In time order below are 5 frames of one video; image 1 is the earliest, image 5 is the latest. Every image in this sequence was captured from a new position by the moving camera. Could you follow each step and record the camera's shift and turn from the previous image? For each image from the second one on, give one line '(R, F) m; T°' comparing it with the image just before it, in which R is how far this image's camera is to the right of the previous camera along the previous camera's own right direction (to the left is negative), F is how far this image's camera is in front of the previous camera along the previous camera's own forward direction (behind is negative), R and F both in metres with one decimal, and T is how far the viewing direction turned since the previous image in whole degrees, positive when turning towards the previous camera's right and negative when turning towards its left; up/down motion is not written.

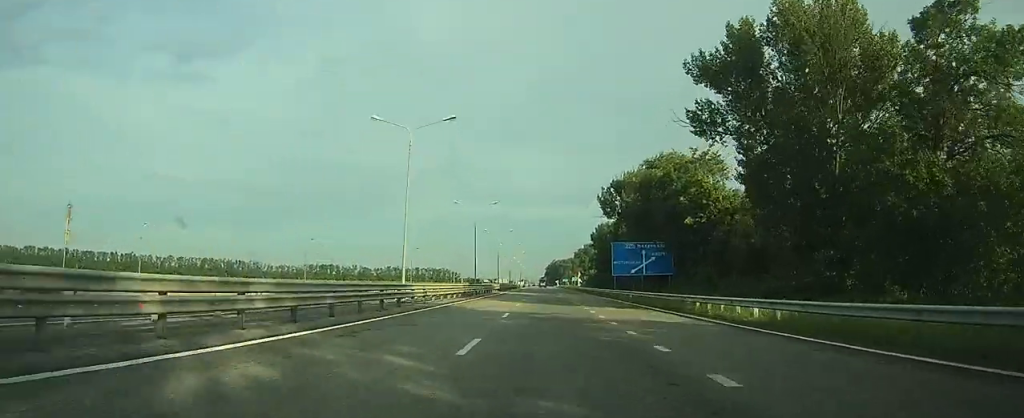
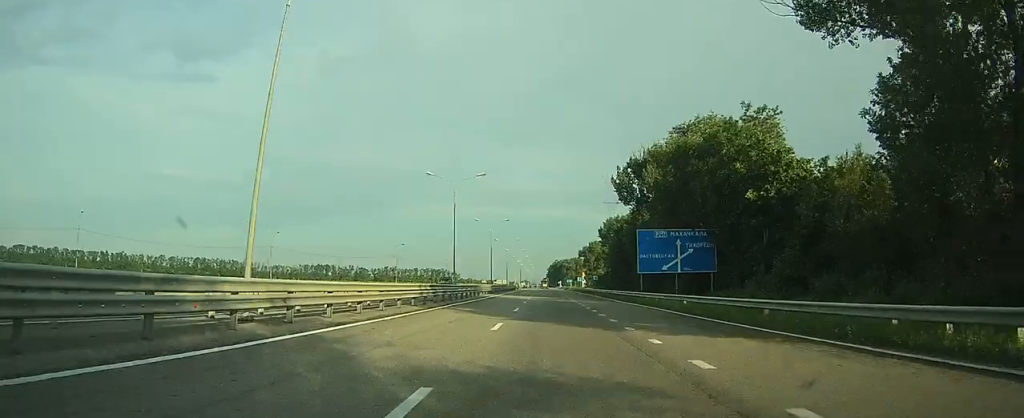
(0.0, +18.4) m; 0°
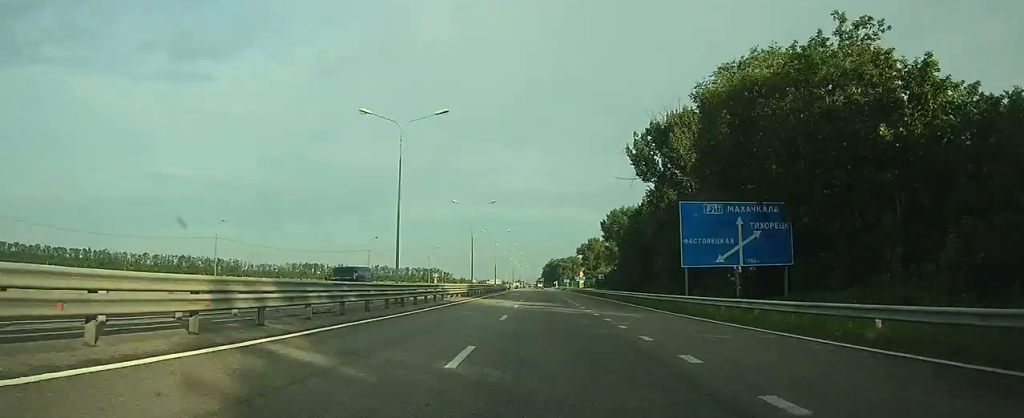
(0.0, +19.2) m; 0°
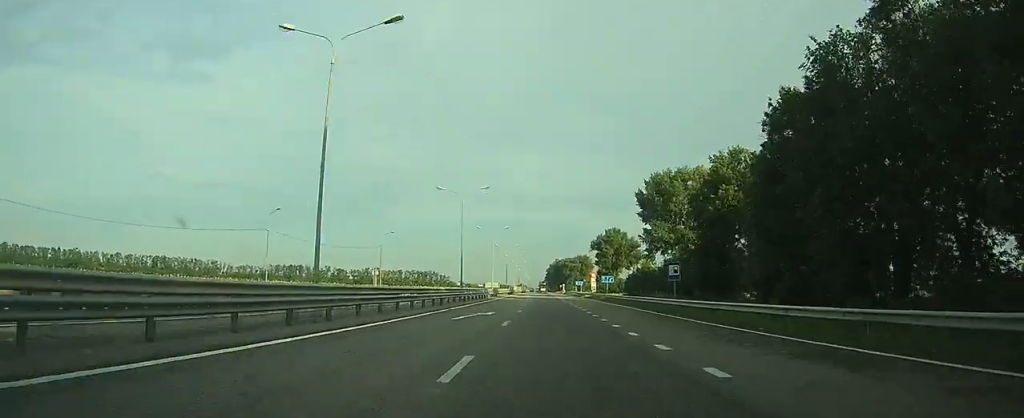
(0.0, +48.7) m; 0°
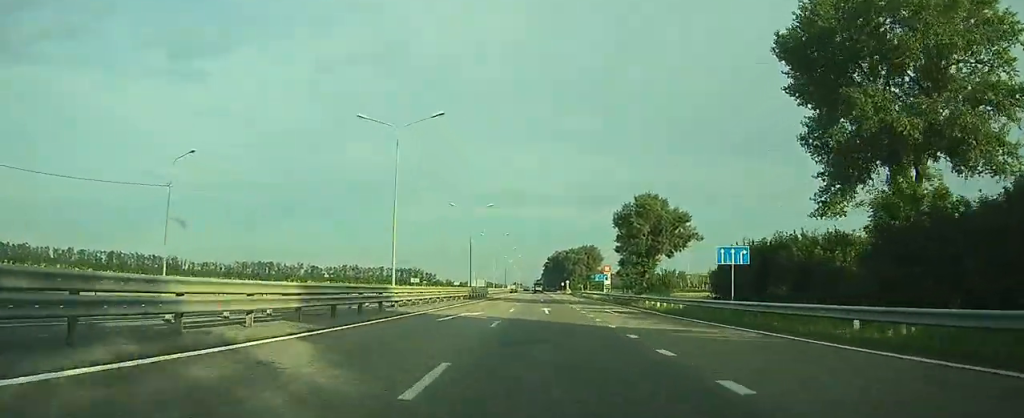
(0.0, +61.0) m; 0°
